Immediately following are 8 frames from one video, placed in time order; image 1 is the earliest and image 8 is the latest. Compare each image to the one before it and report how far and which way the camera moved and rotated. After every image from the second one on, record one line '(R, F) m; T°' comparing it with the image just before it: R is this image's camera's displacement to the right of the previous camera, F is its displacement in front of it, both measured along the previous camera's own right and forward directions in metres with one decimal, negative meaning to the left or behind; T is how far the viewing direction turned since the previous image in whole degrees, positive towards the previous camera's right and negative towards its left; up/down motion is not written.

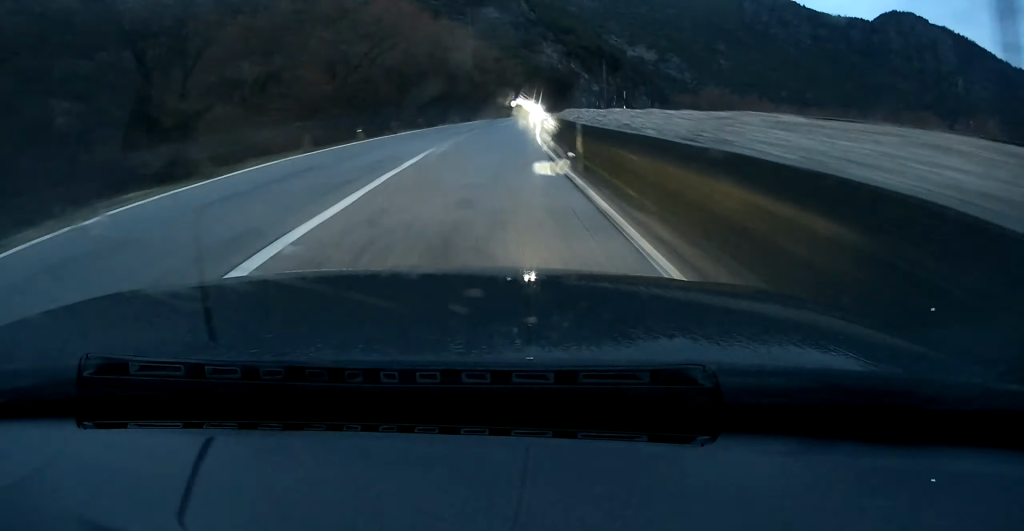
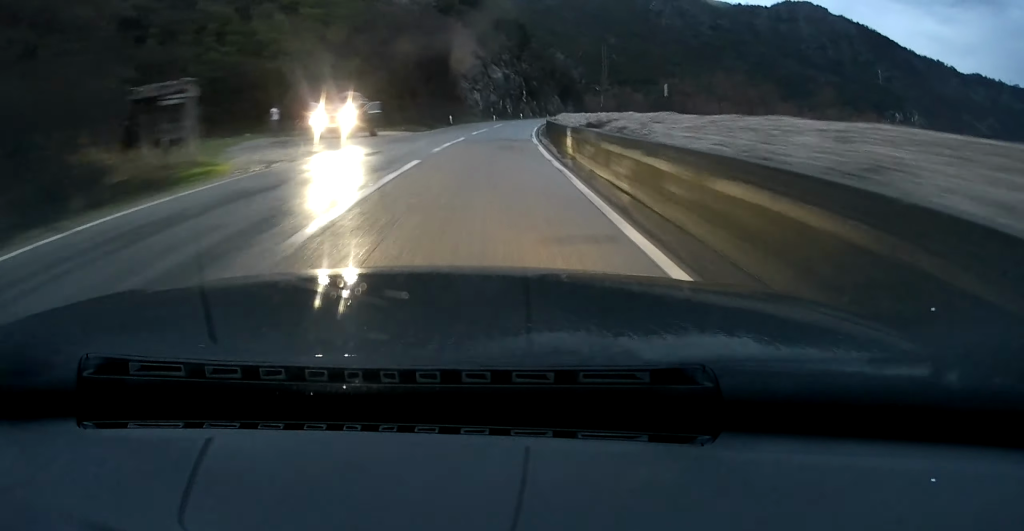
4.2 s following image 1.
(+11.7, +102.7) m; +13°
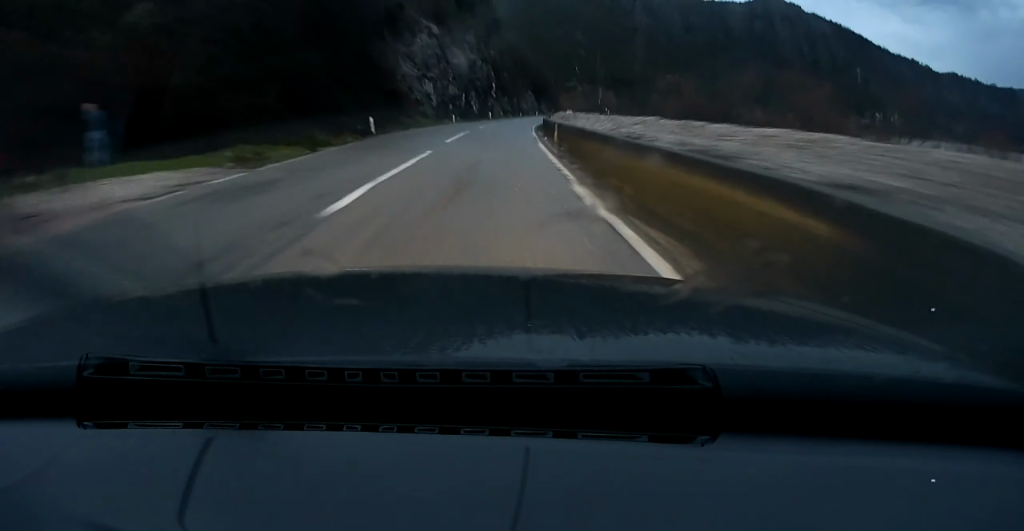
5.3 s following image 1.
(+1.1, +28.6) m; +3°
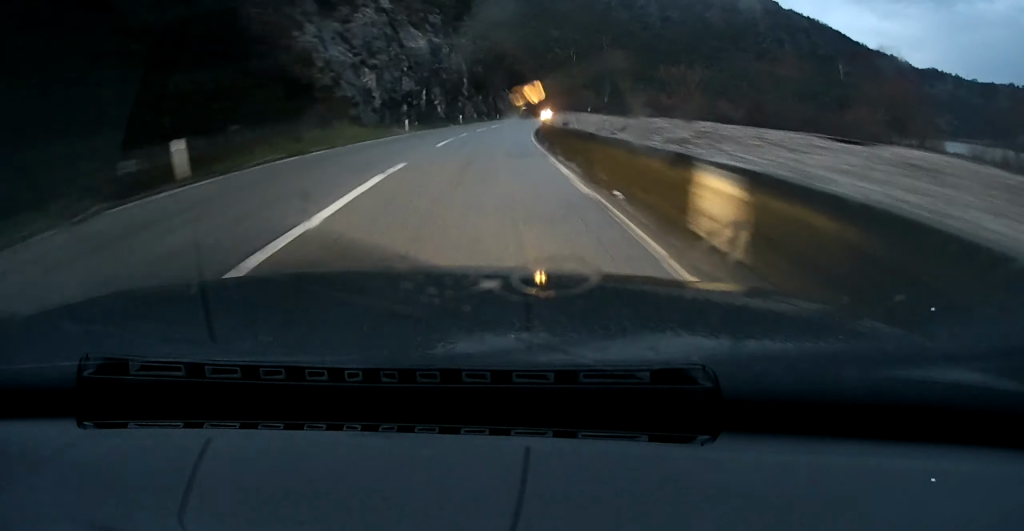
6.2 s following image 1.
(0.0, +20.4) m; +2°
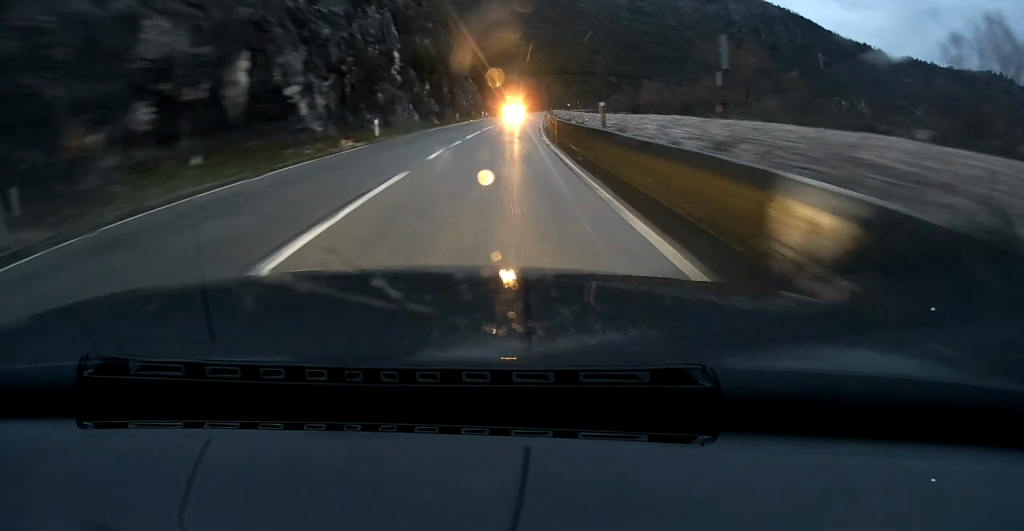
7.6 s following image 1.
(+1.5, +36.6) m; +3°
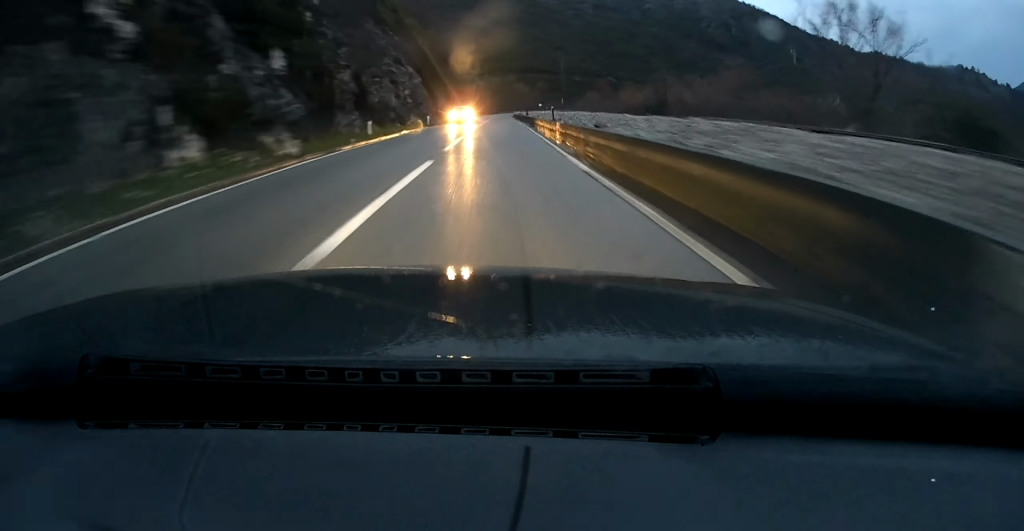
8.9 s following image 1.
(+0.9, +32.1) m; +2°
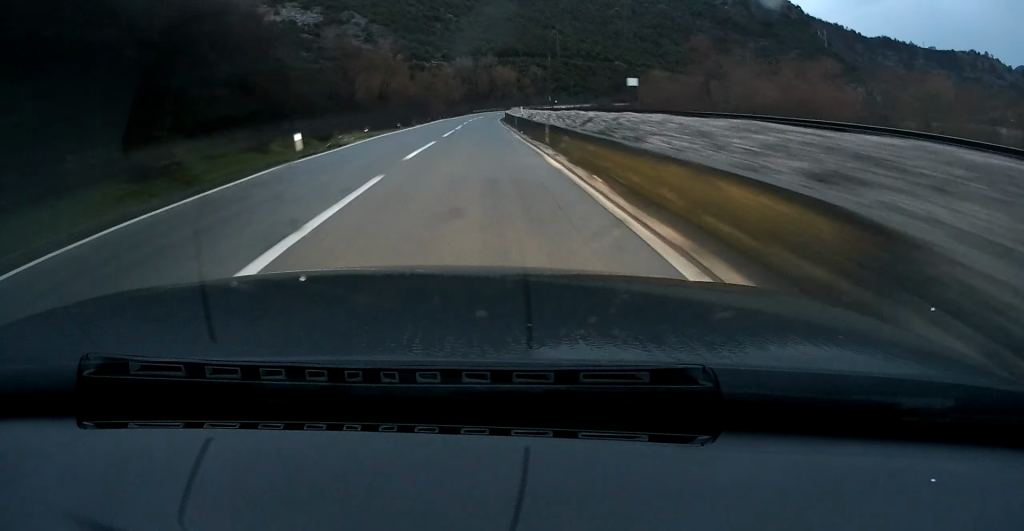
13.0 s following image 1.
(+3.9, +106.5) m; +3°
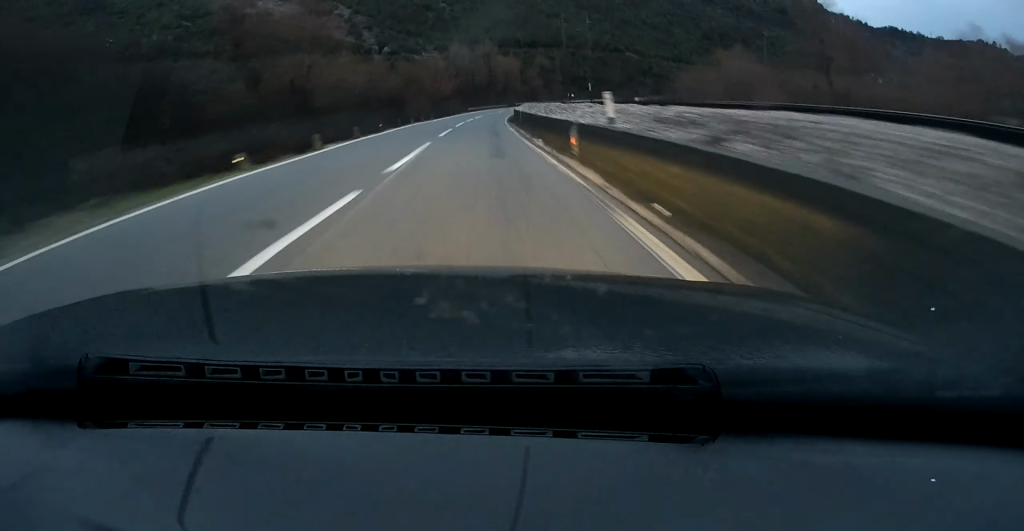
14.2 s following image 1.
(-0.1, +30.7) m; 0°
